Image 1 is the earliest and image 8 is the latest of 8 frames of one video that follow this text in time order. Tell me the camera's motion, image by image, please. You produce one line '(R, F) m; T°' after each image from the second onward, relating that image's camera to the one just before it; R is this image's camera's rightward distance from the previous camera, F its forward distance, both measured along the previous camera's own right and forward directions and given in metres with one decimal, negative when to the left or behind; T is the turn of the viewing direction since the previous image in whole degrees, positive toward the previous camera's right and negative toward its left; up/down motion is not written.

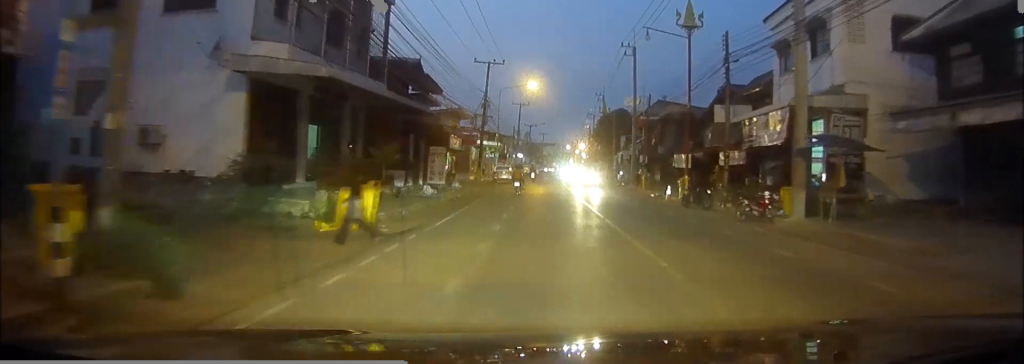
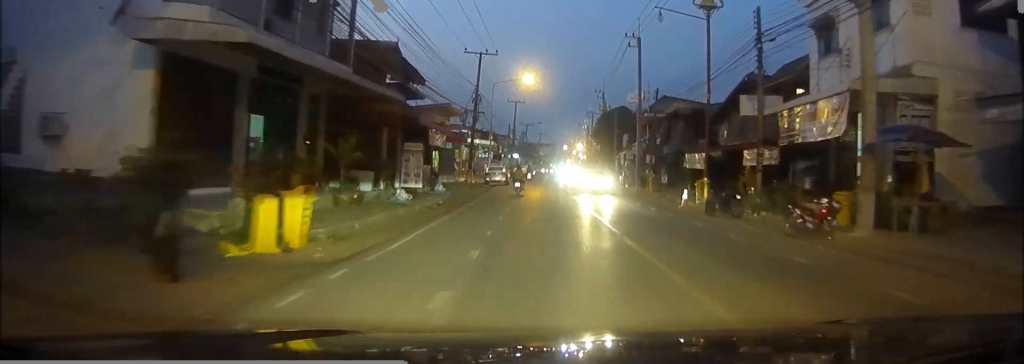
(0.0, +5.2) m; 0°
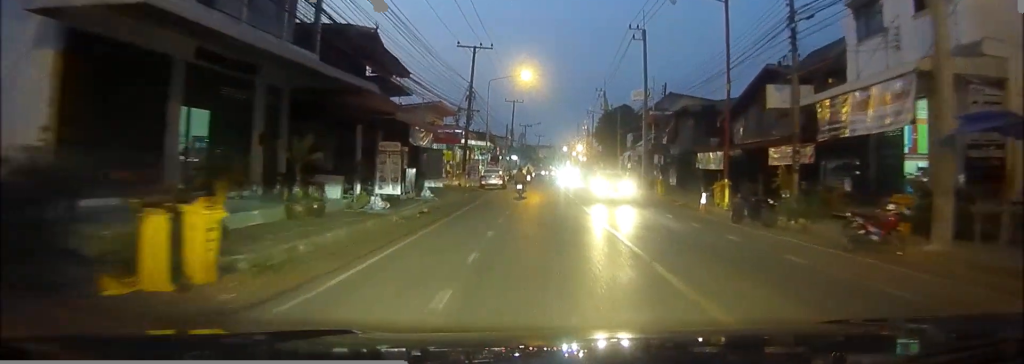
(0.0, +3.7) m; 0°
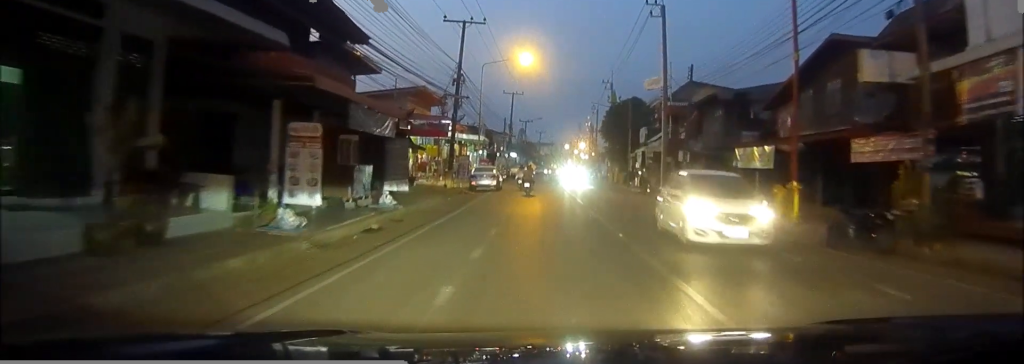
(-0.1, +8.0) m; -1°
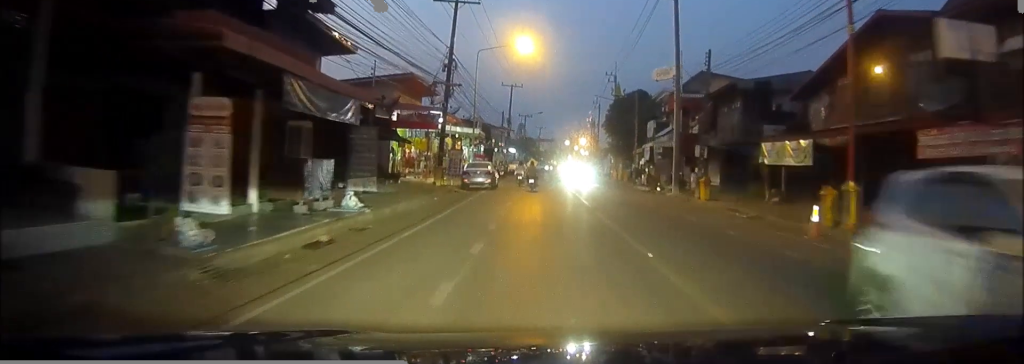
(-0.1, +4.0) m; -1°
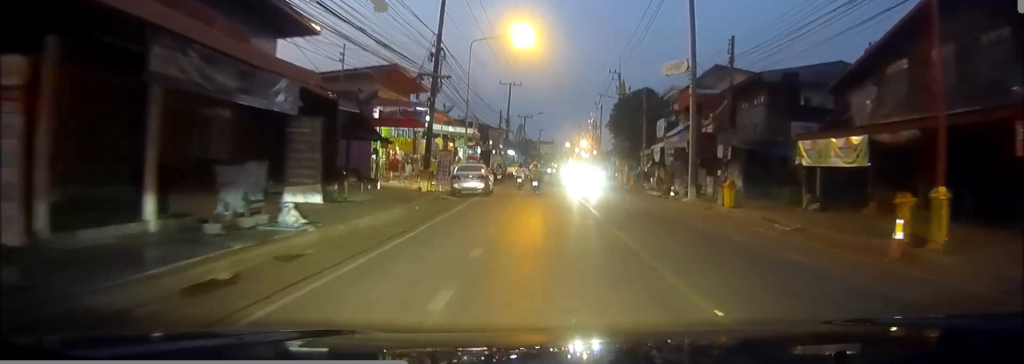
(0.0, +4.3) m; -1°
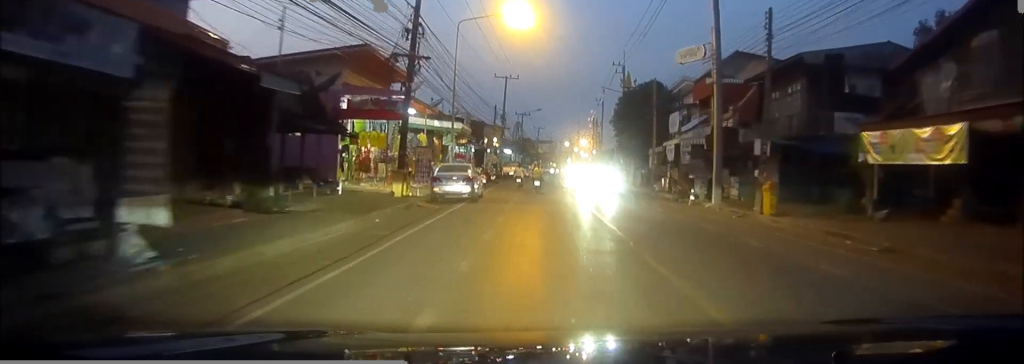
(0.0, +5.5) m; -1°
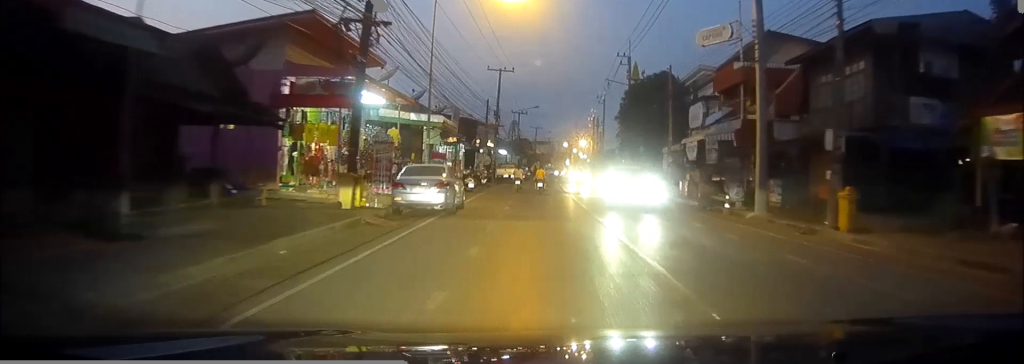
(-0.1, +6.6) m; 0°
